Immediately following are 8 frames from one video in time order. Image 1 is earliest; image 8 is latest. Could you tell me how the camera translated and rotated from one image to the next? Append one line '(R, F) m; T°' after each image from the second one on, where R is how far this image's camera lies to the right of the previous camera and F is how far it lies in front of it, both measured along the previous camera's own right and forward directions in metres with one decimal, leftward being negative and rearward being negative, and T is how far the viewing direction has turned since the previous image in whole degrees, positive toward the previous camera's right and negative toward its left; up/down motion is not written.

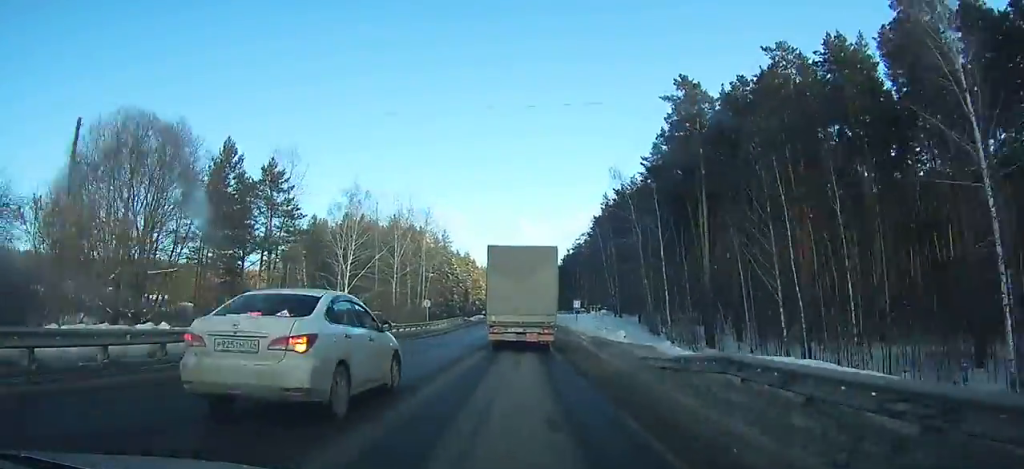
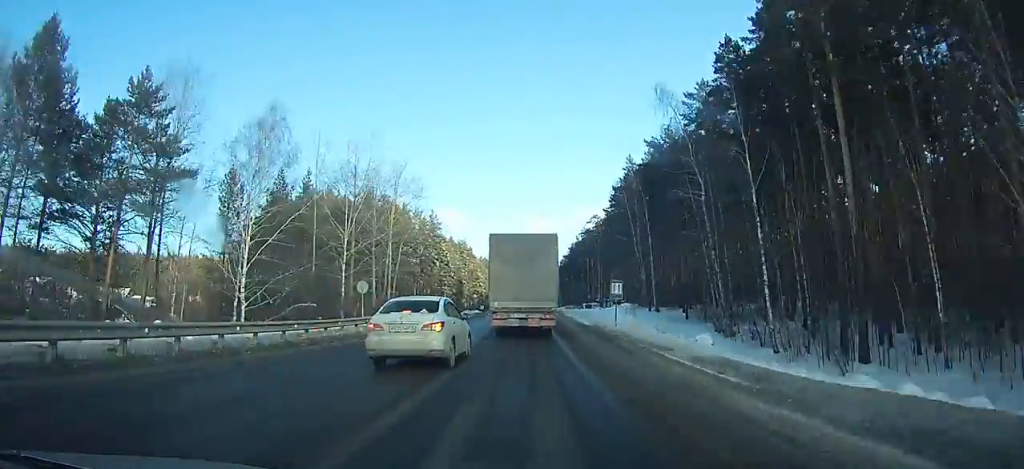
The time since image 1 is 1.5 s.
(0.0, +23.5) m; 0°
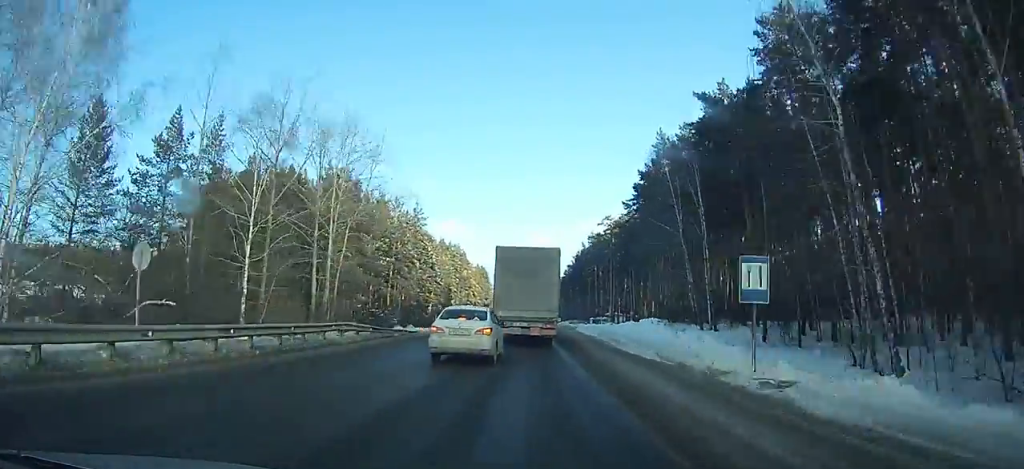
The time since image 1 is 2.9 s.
(0.0, +21.3) m; 0°
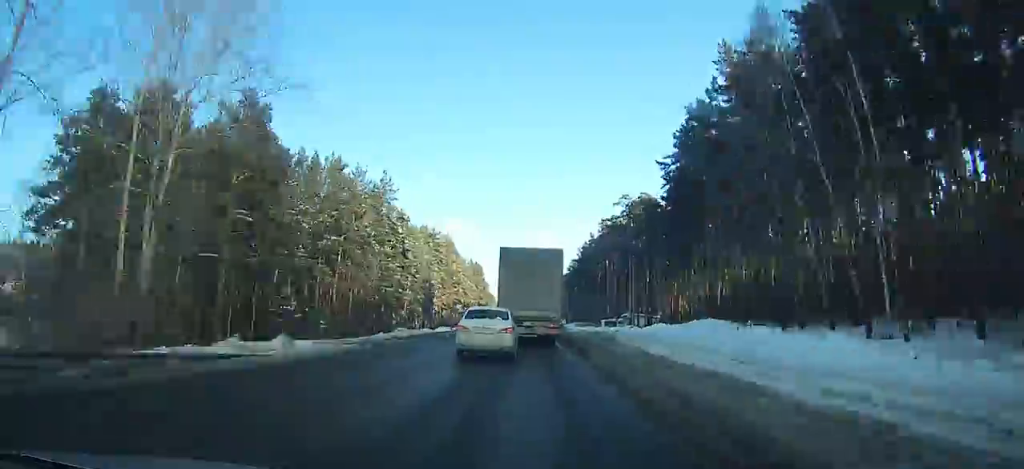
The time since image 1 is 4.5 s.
(0.0, +24.2) m; 0°
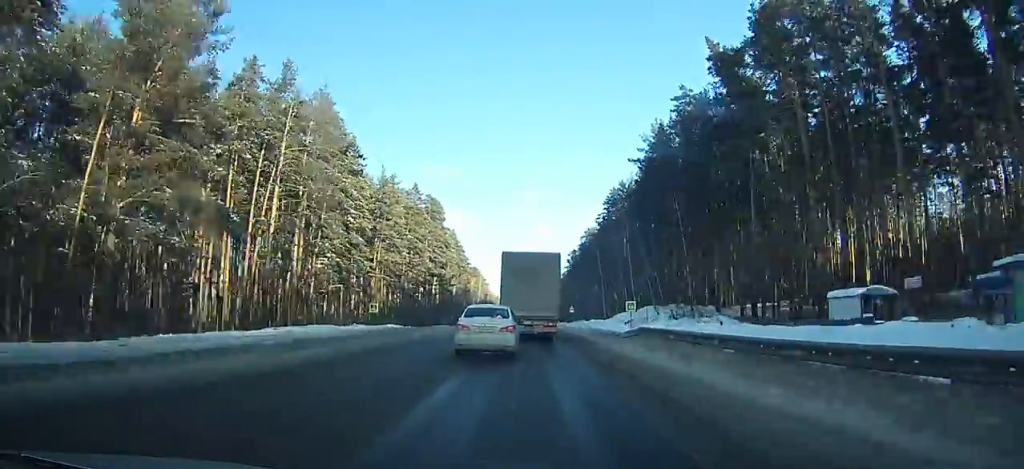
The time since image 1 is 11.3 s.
(+0.2, +101.6) m; 0°
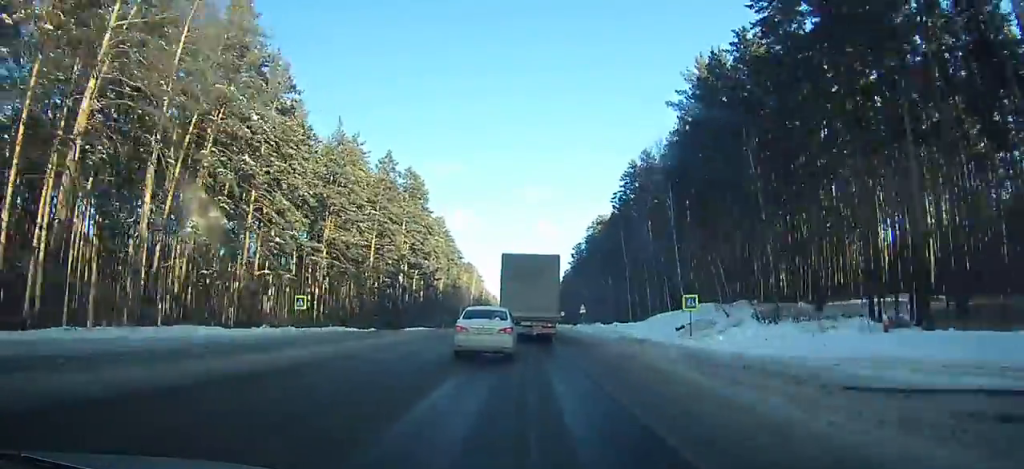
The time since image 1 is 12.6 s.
(-0.1, +20.0) m; 0°
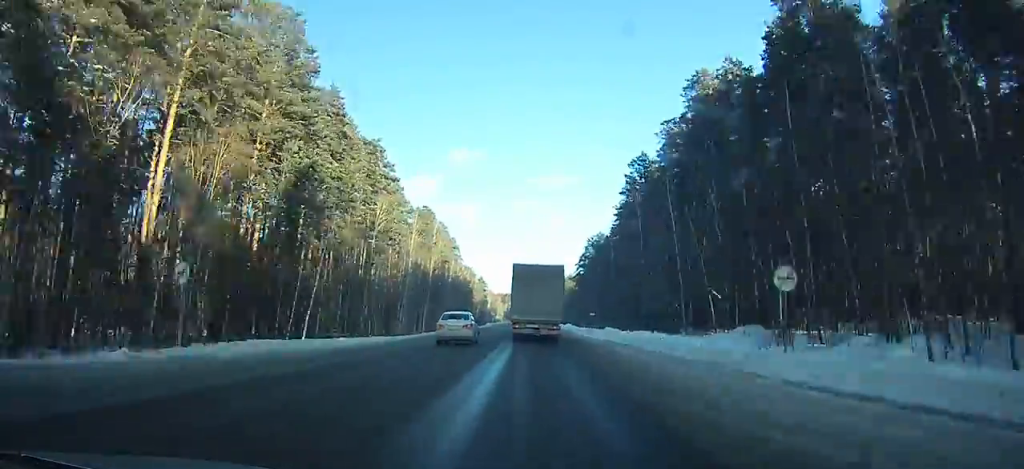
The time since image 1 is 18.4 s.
(-0.4, +95.4) m; 0°
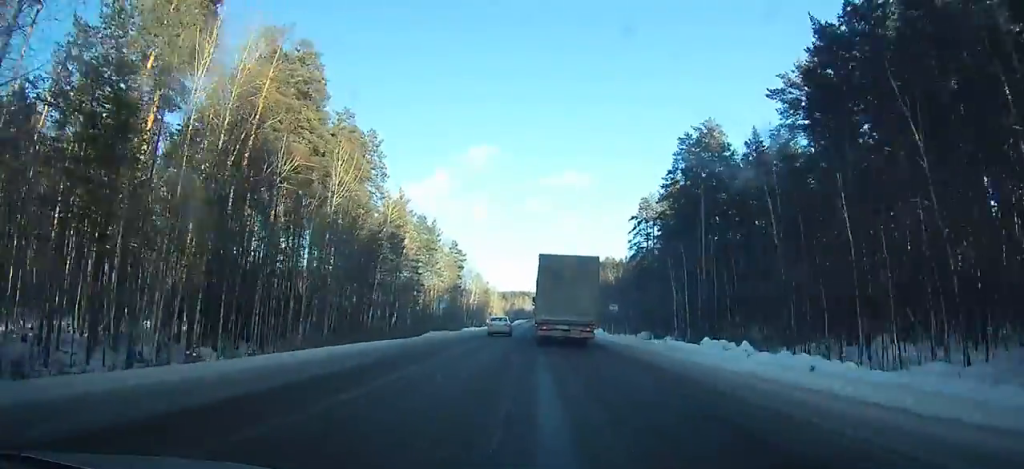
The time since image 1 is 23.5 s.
(-0.5, +96.6) m; -1°
